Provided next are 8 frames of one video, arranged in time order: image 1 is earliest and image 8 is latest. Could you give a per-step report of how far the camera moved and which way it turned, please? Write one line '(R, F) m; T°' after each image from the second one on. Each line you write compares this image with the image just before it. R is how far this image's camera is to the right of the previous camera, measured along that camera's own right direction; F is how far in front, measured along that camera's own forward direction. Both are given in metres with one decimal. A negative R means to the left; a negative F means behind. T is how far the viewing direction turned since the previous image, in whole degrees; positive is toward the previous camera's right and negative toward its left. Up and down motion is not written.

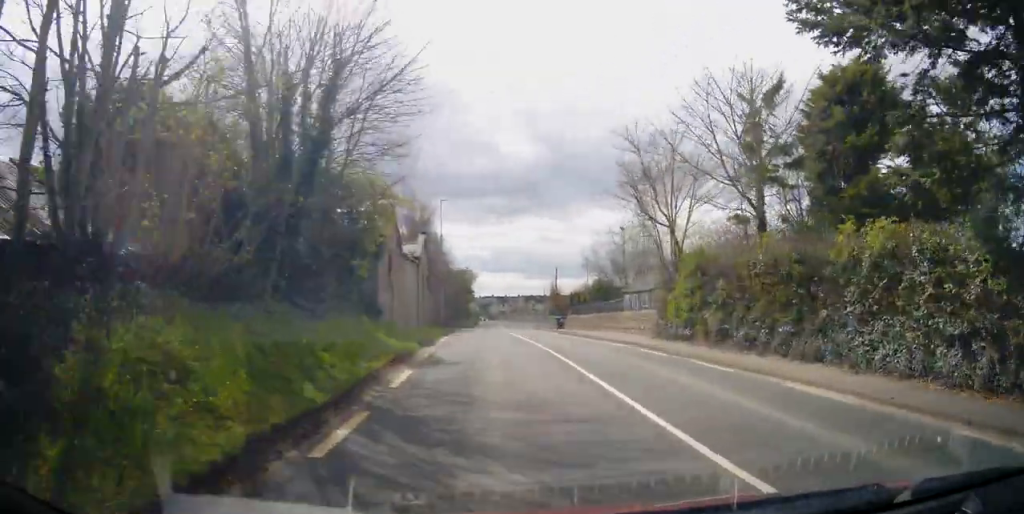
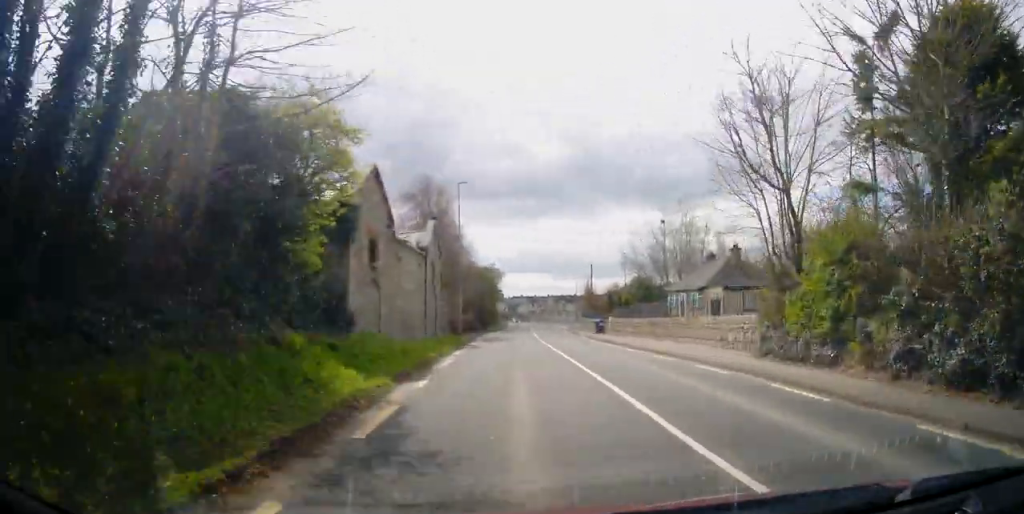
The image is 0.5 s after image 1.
(-0.3, +7.1) m; -2°
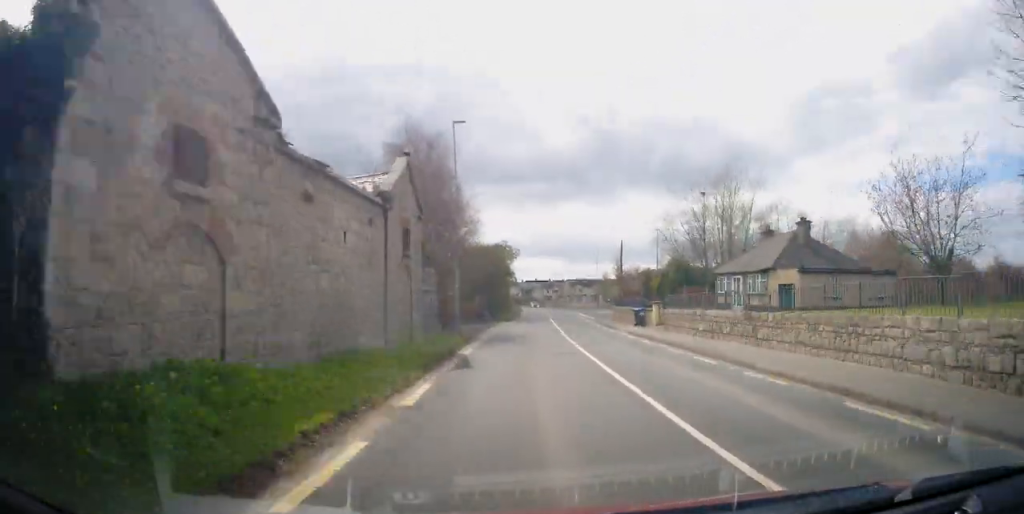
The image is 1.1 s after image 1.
(-0.6, +10.2) m; -2°
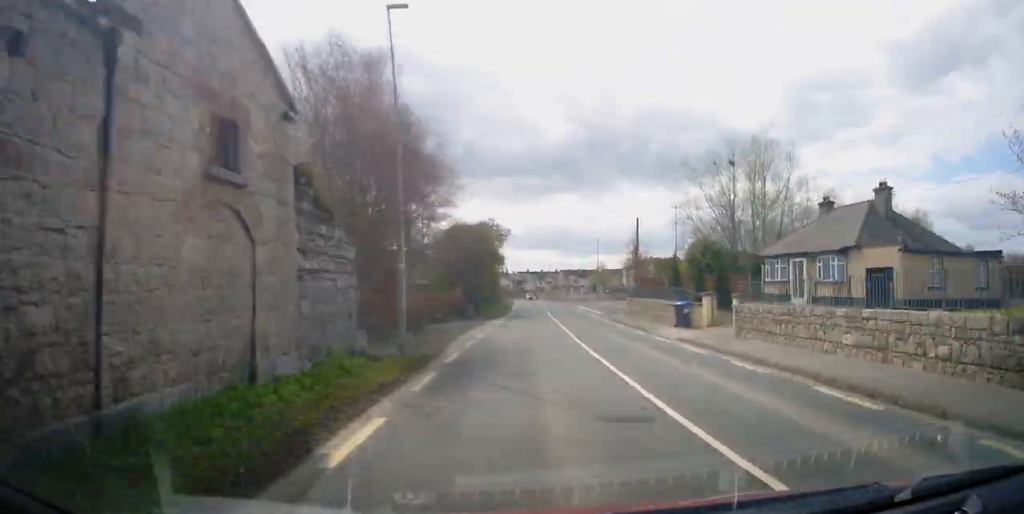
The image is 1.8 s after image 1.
(+0.1, +10.9) m; 0°
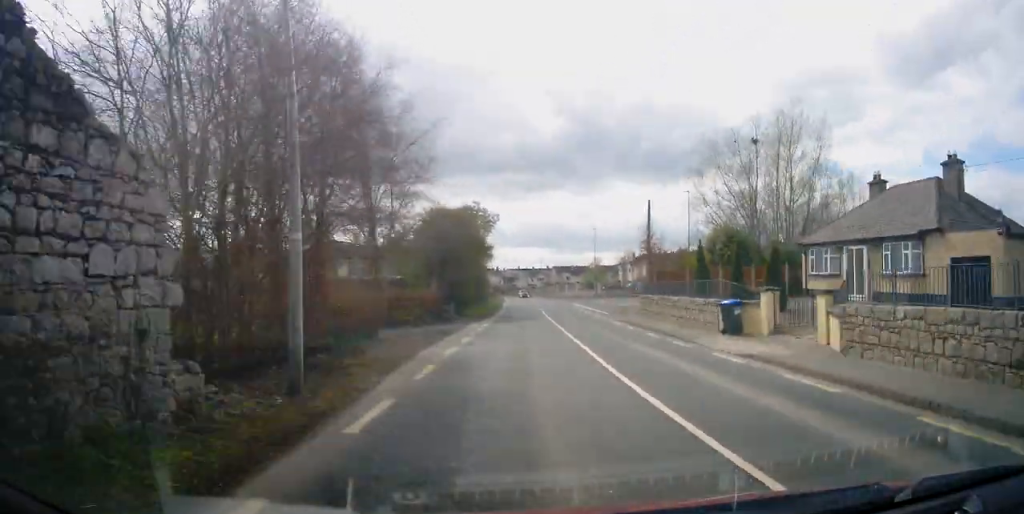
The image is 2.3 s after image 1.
(+0.1, +6.8) m; 0°
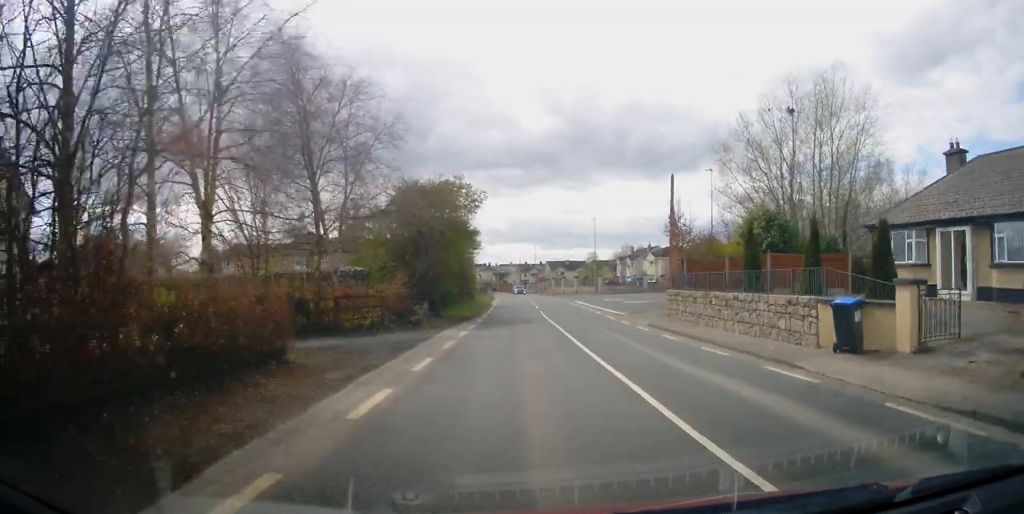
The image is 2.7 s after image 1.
(-0.1, +7.5) m; -1°
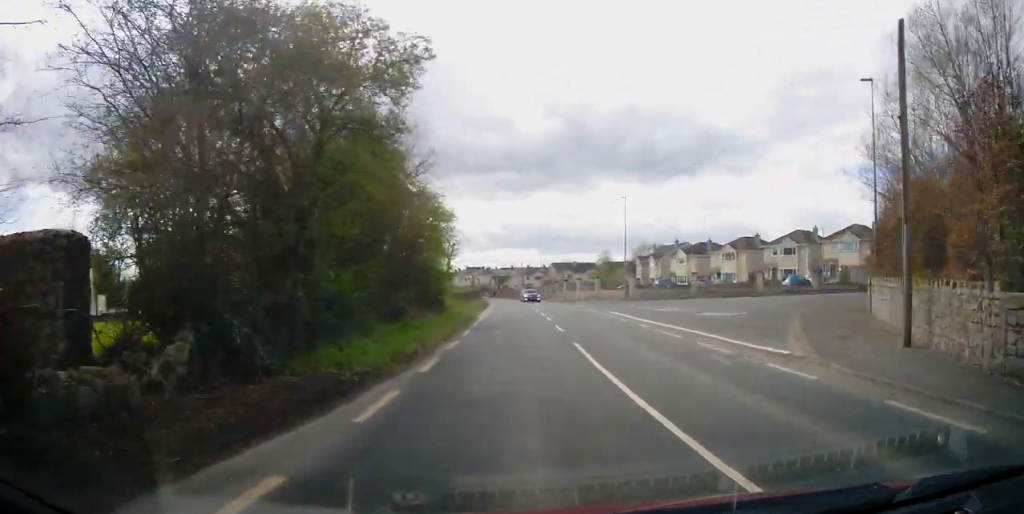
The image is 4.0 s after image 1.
(-0.2, +20.2) m; 0°
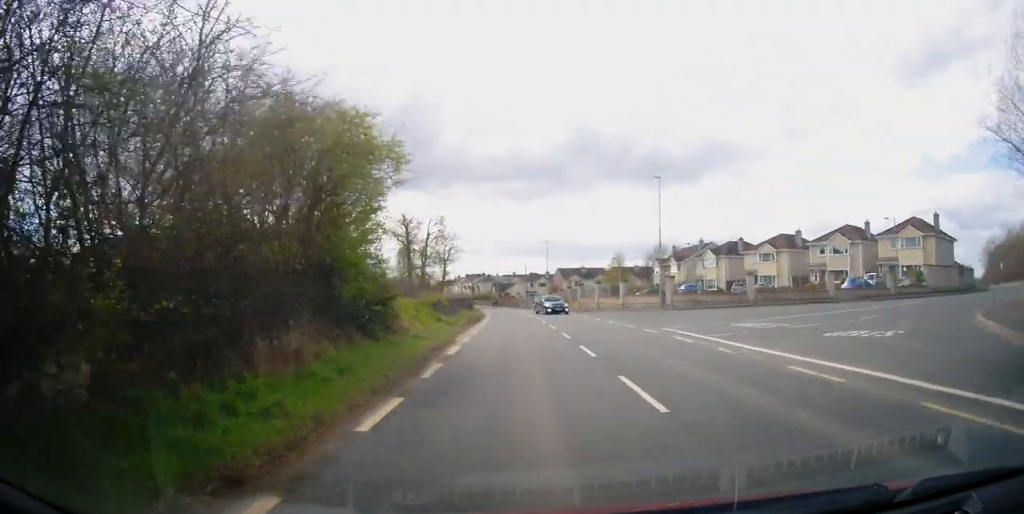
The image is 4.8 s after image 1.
(+0.2, +12.6) m; +1°
